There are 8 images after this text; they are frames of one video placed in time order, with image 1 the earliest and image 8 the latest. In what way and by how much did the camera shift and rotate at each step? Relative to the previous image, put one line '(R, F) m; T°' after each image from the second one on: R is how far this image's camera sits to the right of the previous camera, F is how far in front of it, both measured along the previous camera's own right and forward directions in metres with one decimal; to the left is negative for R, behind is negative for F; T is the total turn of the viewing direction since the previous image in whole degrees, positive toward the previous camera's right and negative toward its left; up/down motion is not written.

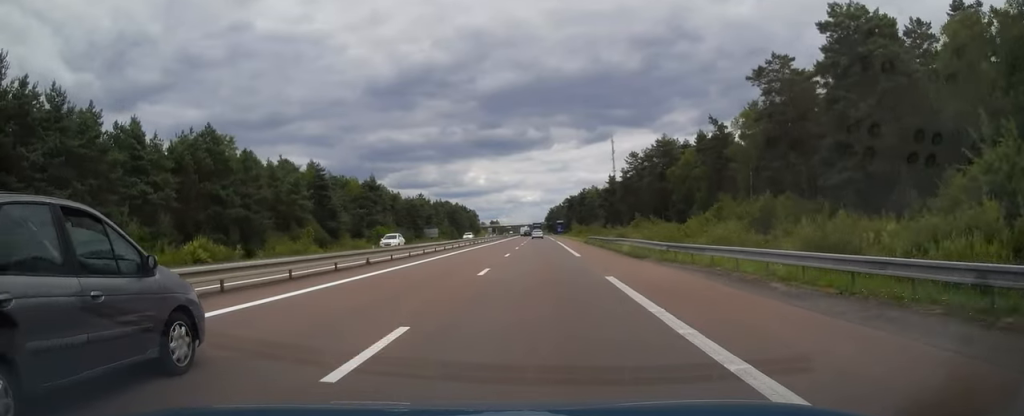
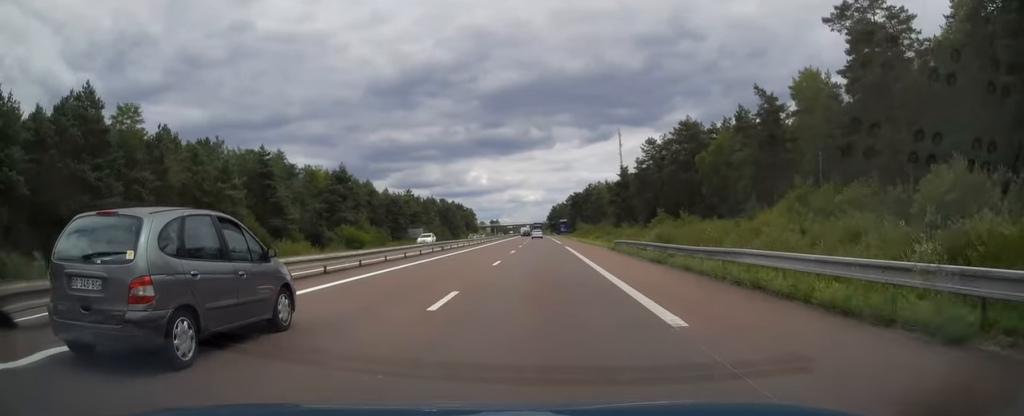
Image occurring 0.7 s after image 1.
(+0.1, +21.2) m; 0°
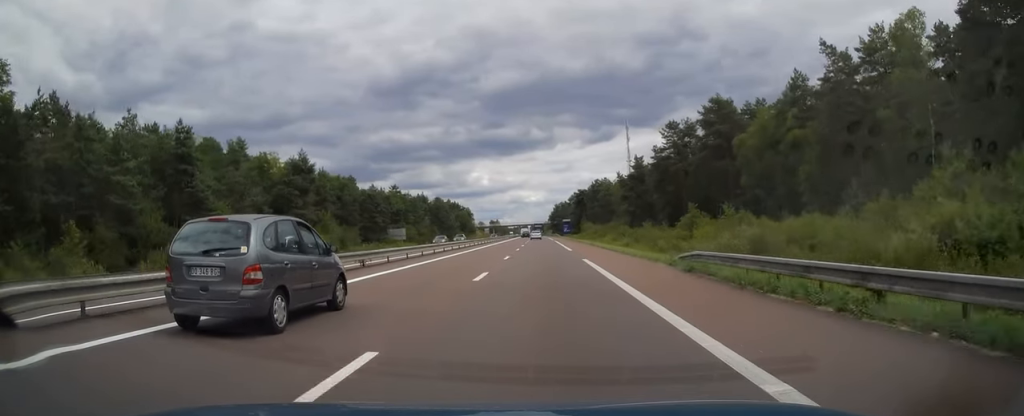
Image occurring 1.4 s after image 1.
(0.0, +19.7) m; 0°
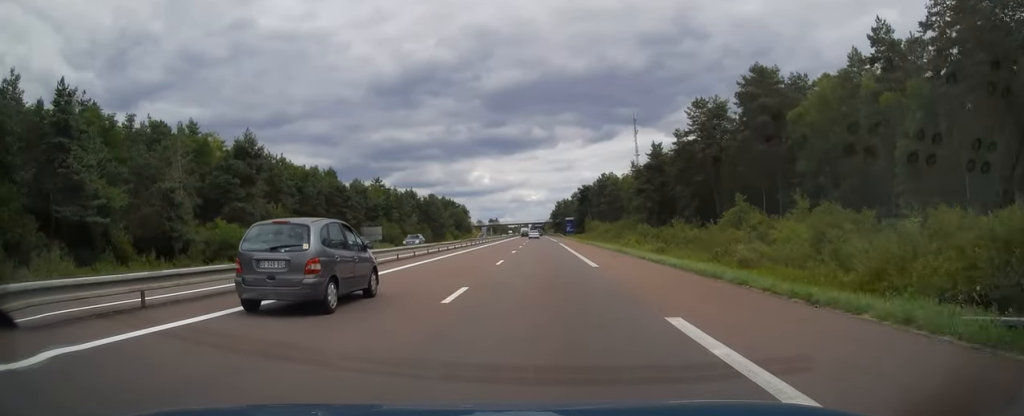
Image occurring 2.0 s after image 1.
(+0.1, +18.2) m; 0°
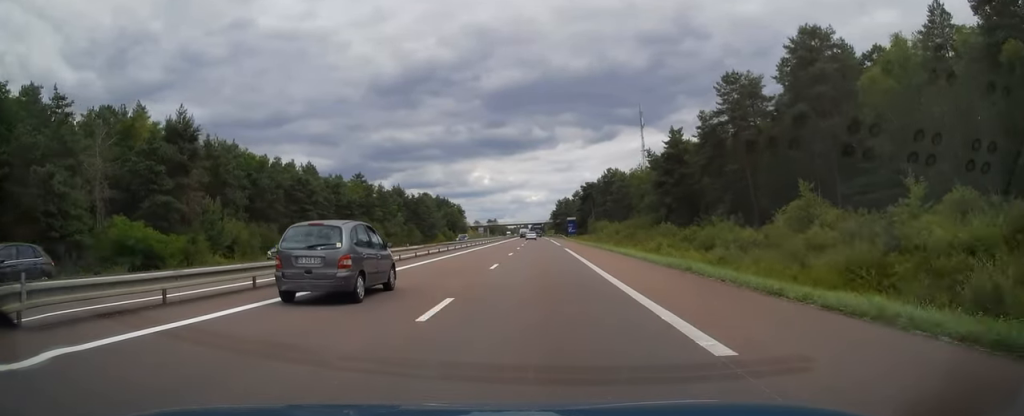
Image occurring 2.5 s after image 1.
(-0.1, +15.2) m; 0°
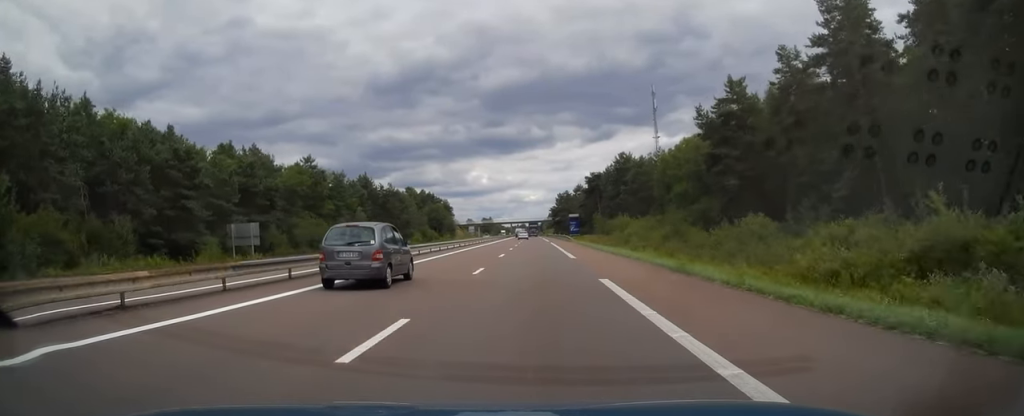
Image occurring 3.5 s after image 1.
(-0.1, +29.0) m; 0°
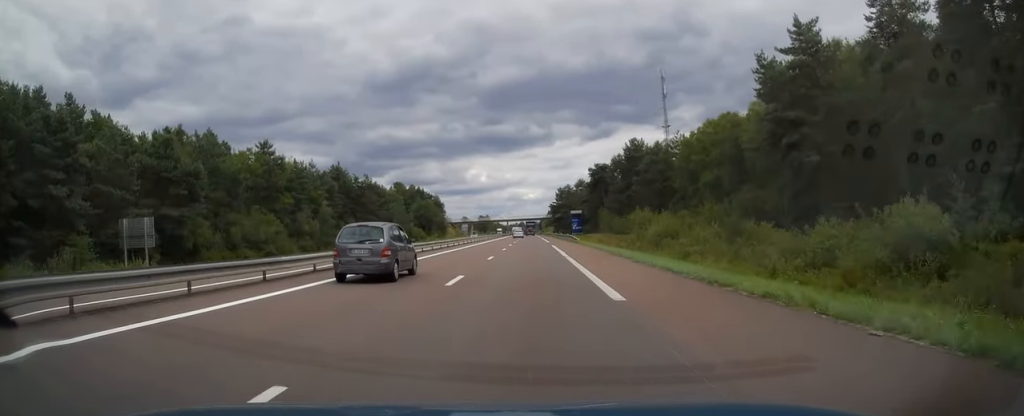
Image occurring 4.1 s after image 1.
(+0.1, +17.2) m; 0°
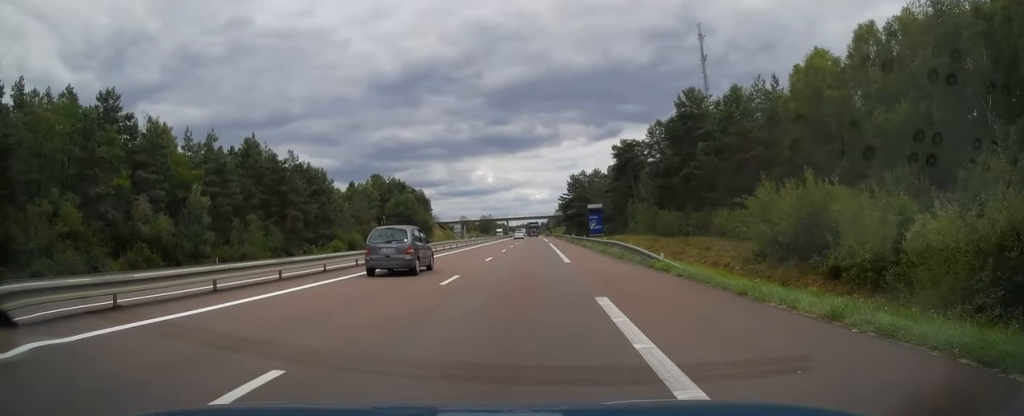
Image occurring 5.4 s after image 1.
(-0.1, +38.4) m; 0°
